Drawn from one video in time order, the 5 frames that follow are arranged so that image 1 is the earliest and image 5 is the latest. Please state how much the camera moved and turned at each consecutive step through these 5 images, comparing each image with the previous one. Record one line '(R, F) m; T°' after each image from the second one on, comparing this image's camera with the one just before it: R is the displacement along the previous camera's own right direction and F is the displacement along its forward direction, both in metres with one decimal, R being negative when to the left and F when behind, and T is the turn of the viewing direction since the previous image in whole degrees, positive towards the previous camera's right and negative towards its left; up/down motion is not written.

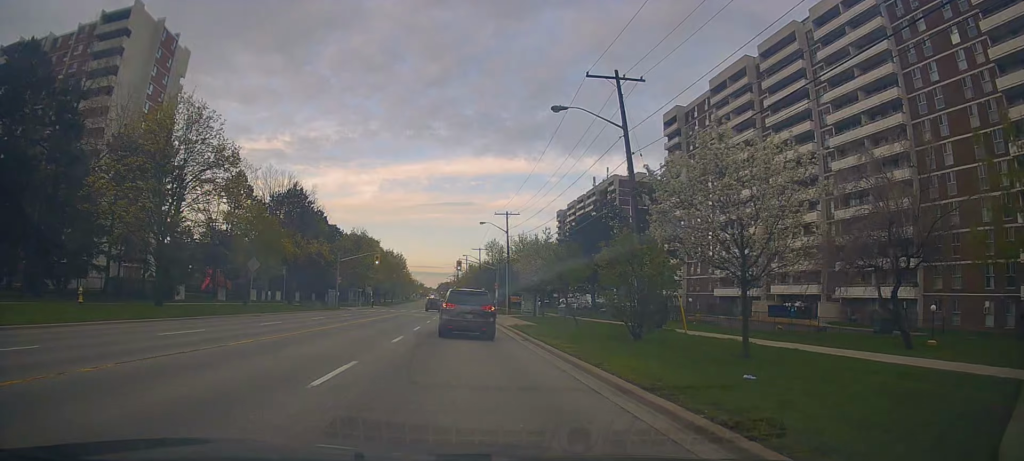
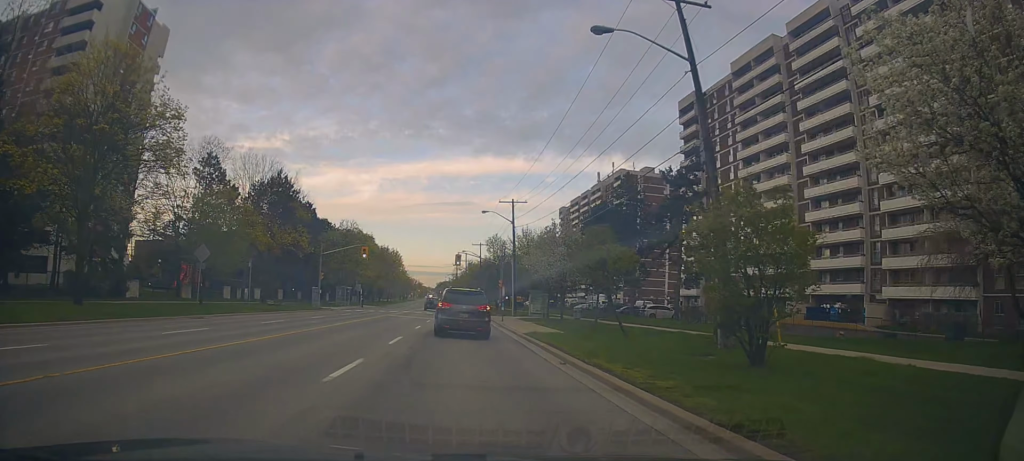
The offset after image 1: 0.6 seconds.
(-0.1, +8.2) m; 0°
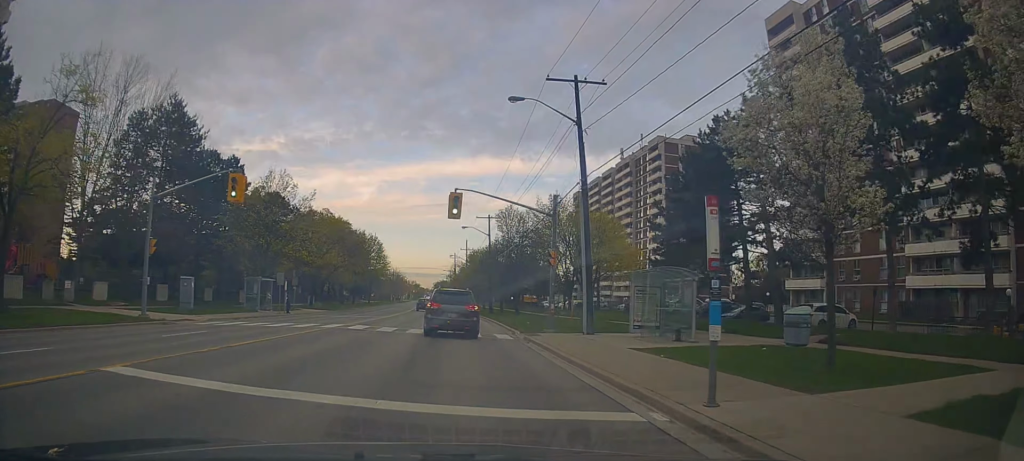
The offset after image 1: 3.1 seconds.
(+0.3, +33.2) m; 0°
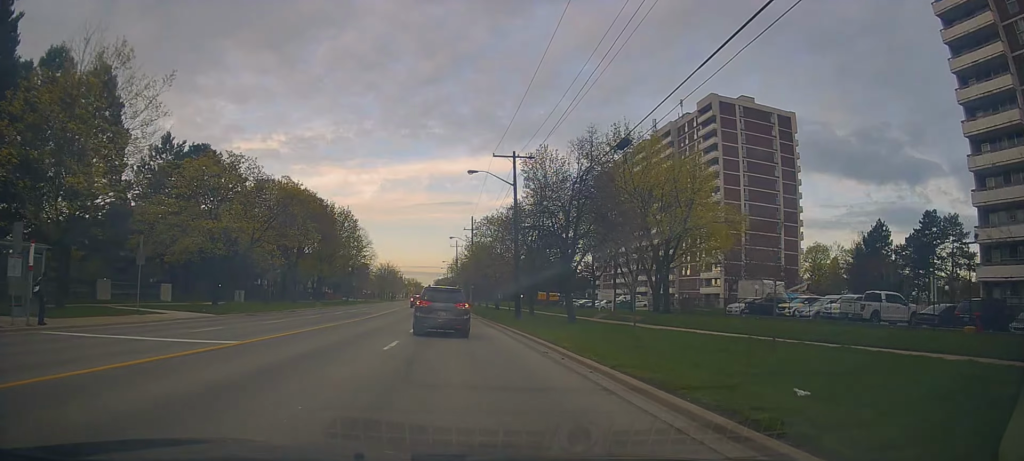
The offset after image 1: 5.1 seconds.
(+0.2, +28.5) m; +1°
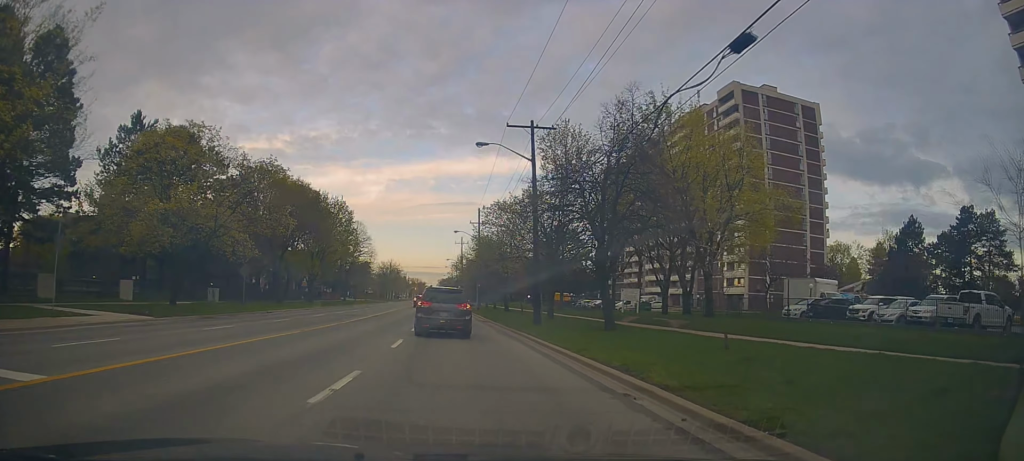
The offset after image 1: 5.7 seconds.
(0.0, +7.1) m; 0°
